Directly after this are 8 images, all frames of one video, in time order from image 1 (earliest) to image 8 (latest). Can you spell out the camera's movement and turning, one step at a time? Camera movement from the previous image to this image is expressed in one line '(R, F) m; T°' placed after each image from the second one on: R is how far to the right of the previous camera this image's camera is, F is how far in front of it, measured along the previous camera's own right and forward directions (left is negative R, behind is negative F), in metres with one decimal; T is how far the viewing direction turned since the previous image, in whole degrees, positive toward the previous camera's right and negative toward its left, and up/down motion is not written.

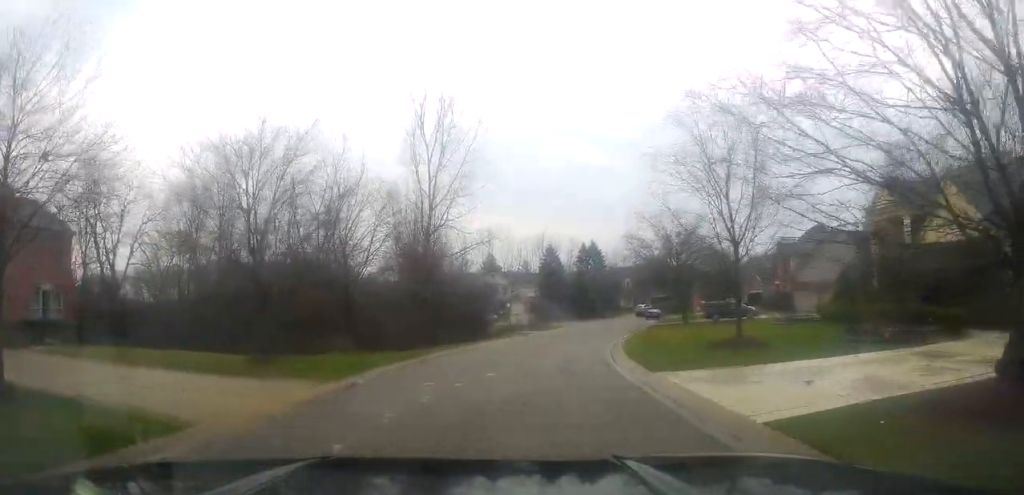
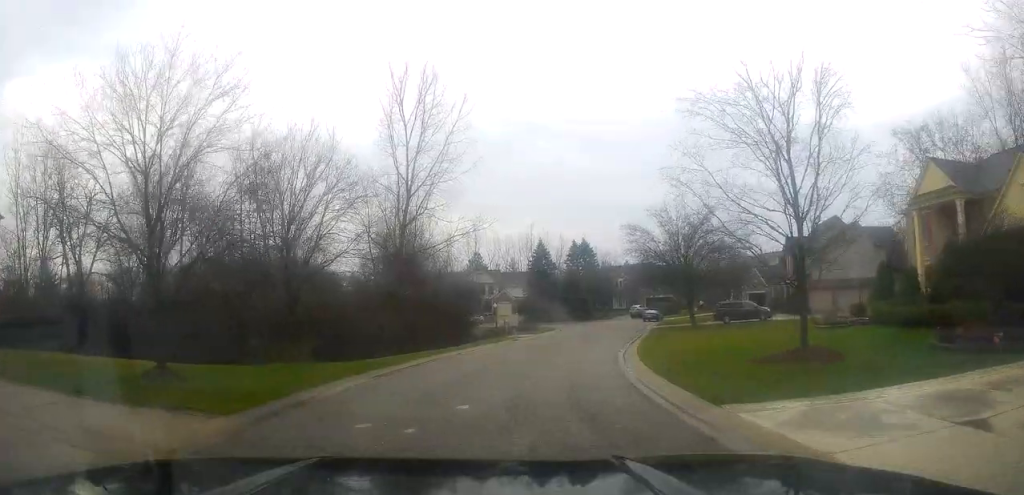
(0.0, +5.7) m; 0°
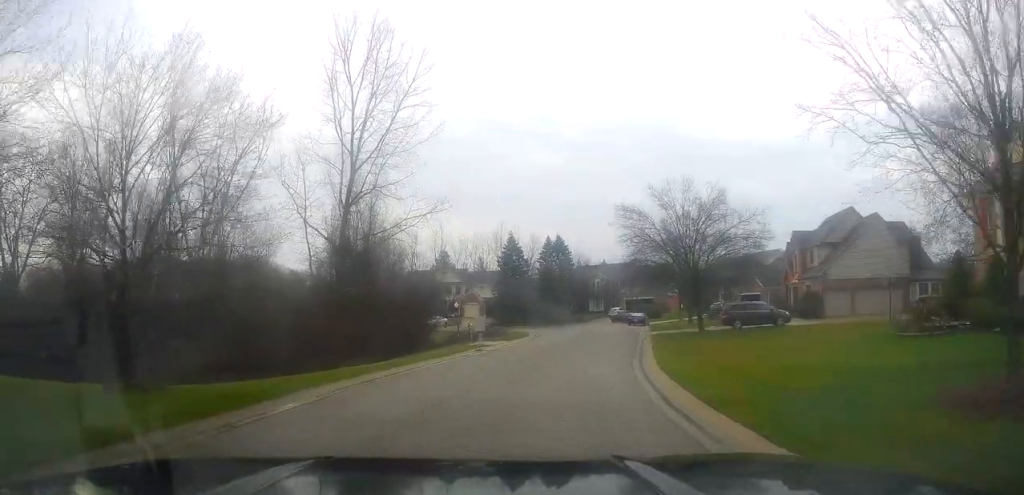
(0.0, +8.5) m; 0°
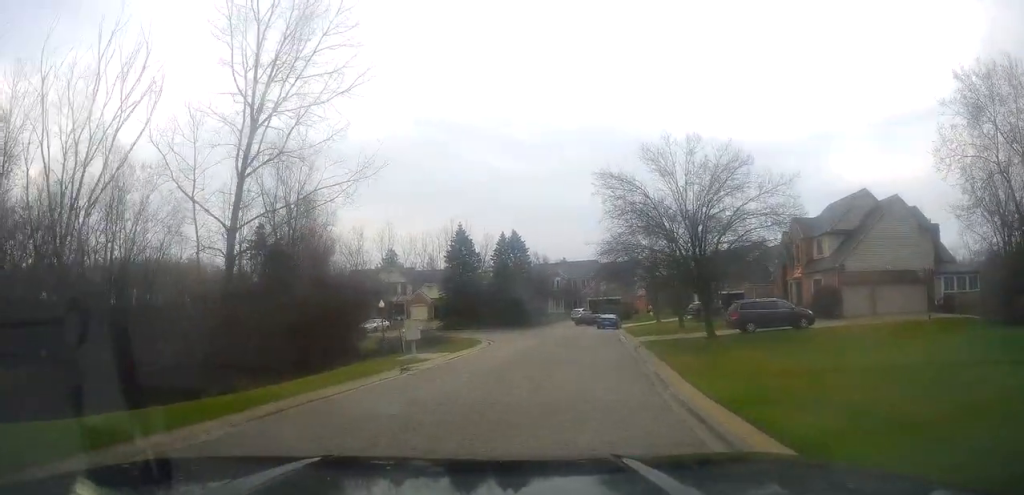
(0.0, +9.6) m; +3°
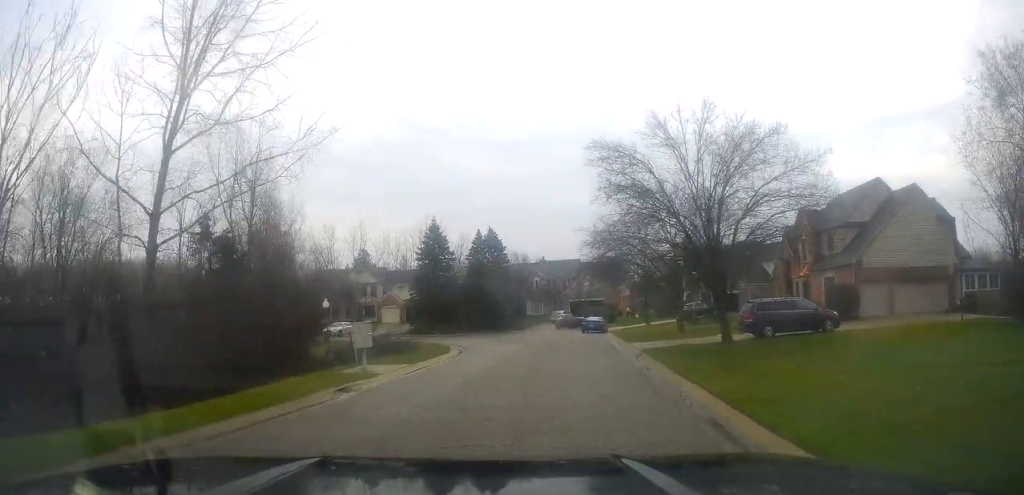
(+0.2, +4.9) m; +6°
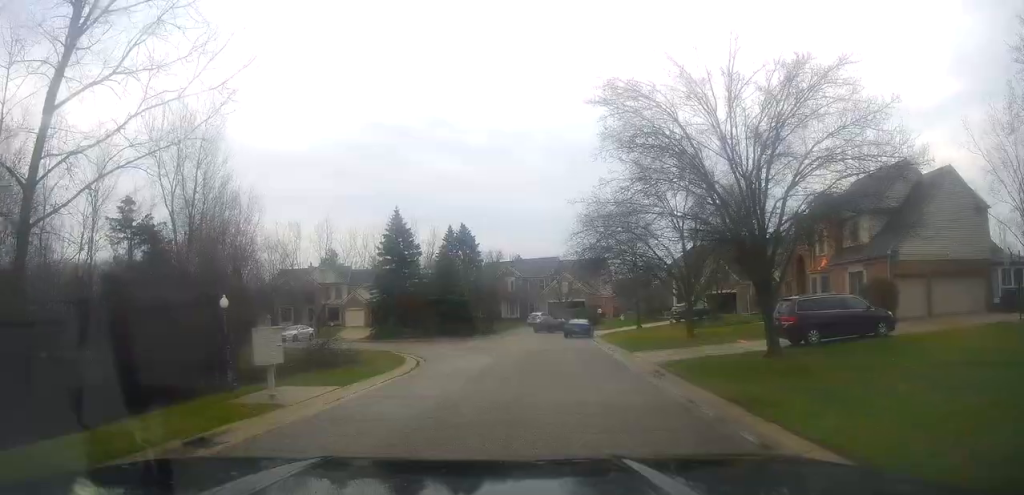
(+0.5, +6.1) m; 0°
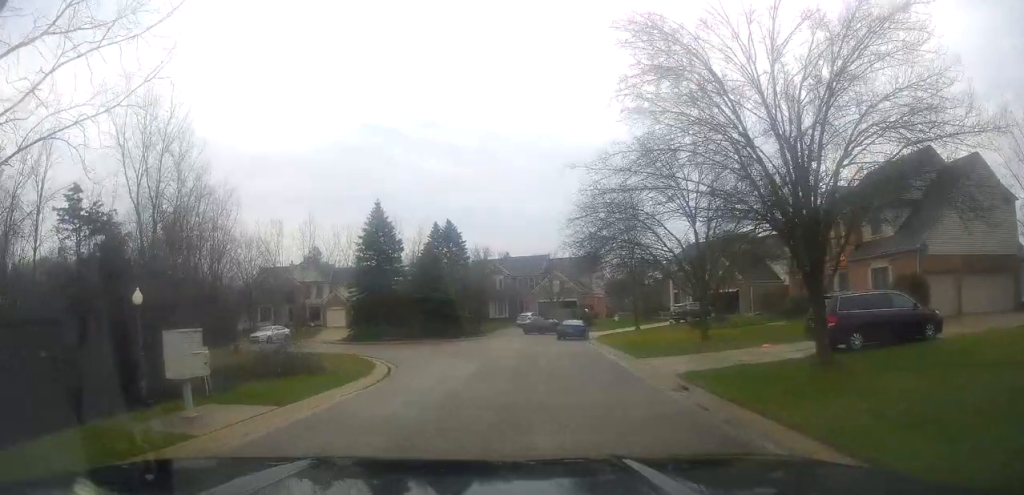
(-0.2, +3.5) m; -2°
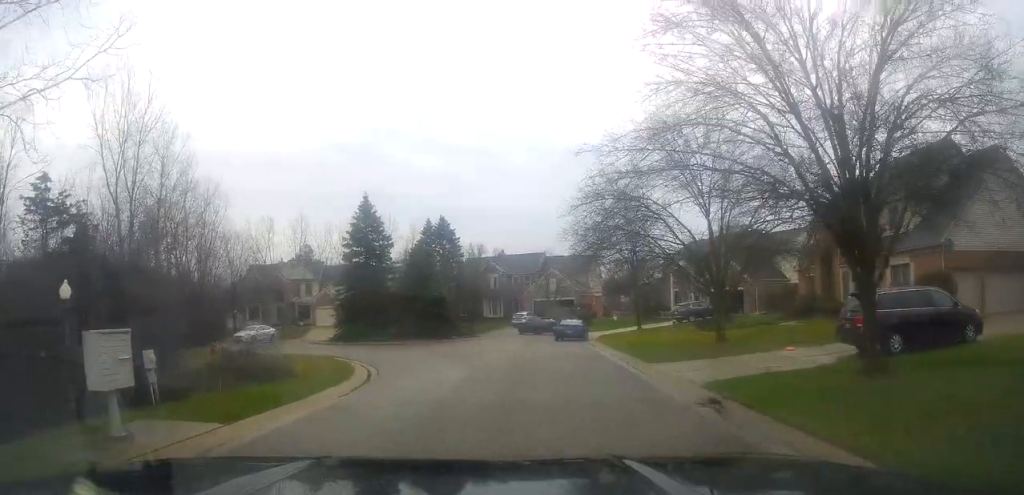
(-0.3, +2.3) m; -2°
